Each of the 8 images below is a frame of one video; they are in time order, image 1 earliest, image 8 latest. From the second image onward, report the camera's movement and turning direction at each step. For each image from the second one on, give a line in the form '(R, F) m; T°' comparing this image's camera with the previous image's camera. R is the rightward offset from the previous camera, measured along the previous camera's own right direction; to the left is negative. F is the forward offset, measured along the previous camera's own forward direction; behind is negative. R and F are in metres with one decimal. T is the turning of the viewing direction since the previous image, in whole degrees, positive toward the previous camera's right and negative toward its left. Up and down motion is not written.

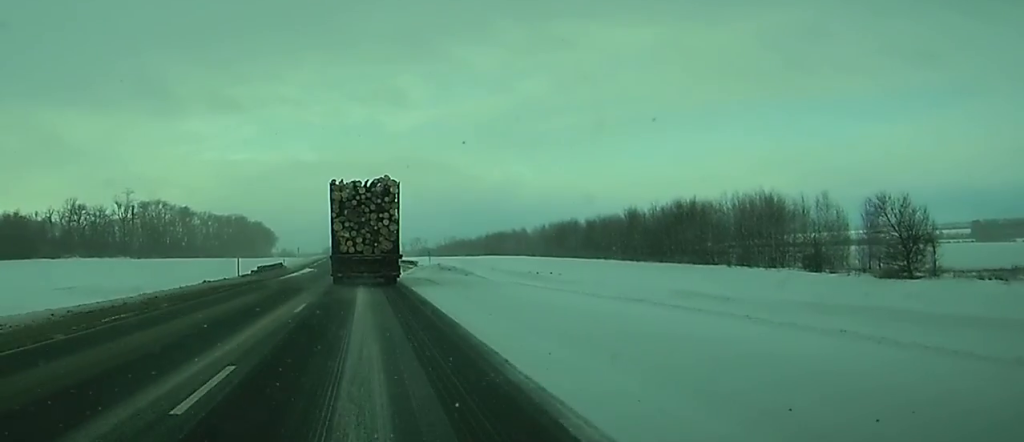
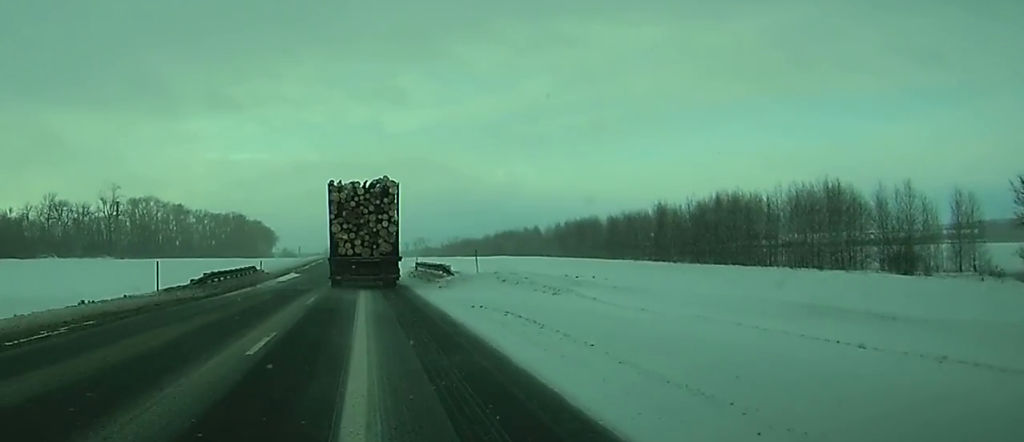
(-0.1, +19.6) m; -1°
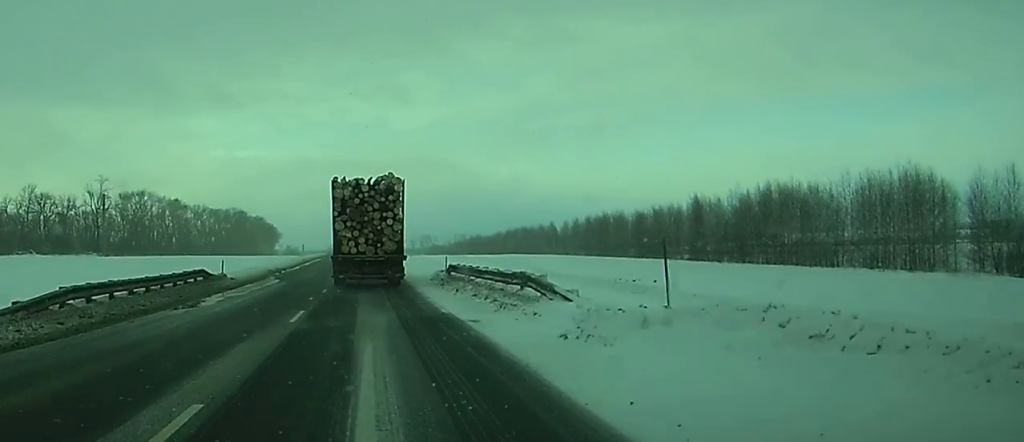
(-0.1, +18.3) m; 0°
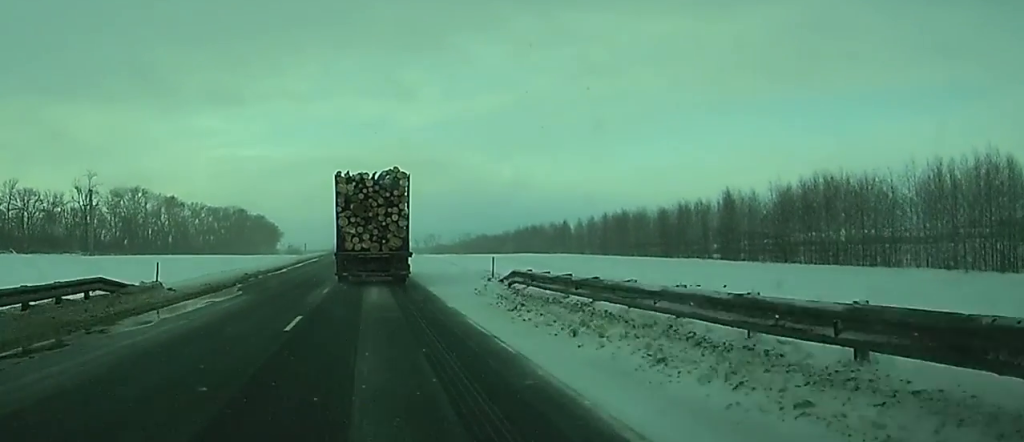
(0.0, +14.0) m; 0°
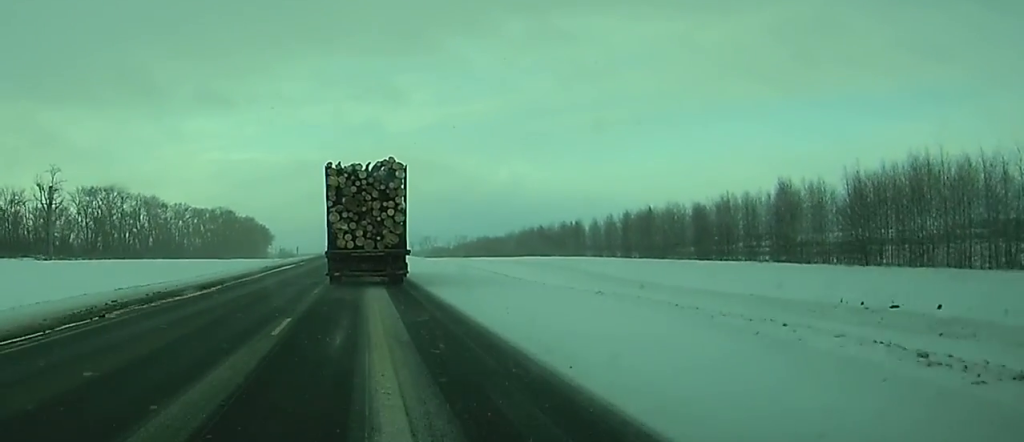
(+0.1, +24.6) m; 0°
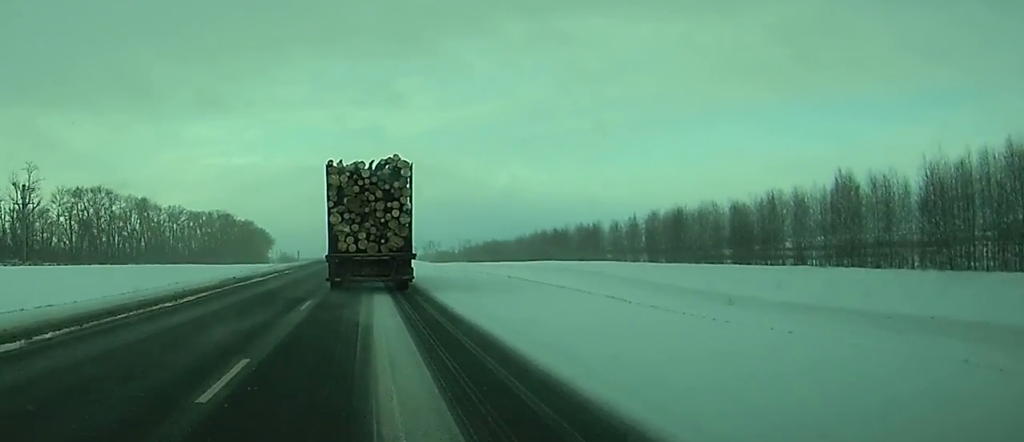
(-0.1, +17.6) m; 0°
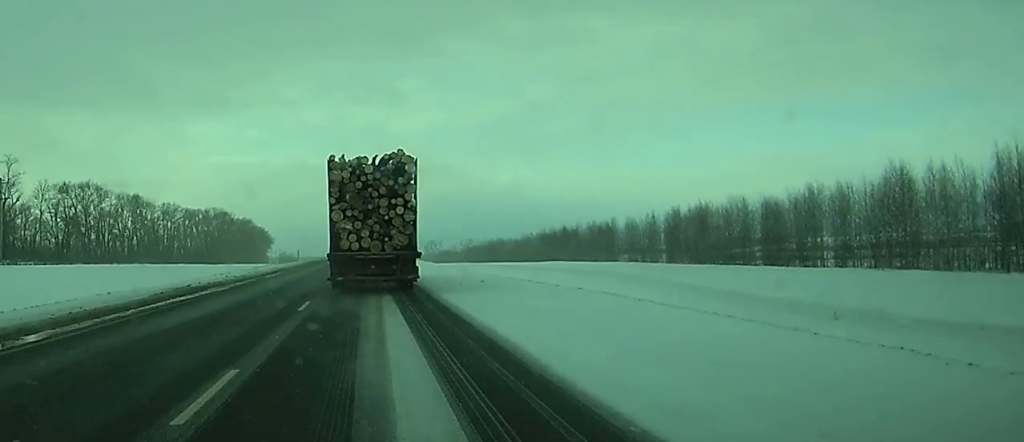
(0.0, +13.5) m; 0°
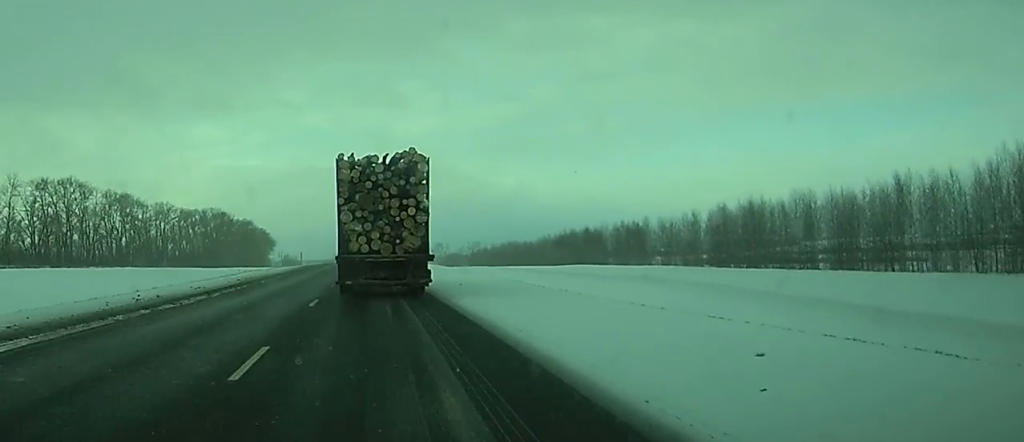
(+0.1, +24.4) m; 0°
